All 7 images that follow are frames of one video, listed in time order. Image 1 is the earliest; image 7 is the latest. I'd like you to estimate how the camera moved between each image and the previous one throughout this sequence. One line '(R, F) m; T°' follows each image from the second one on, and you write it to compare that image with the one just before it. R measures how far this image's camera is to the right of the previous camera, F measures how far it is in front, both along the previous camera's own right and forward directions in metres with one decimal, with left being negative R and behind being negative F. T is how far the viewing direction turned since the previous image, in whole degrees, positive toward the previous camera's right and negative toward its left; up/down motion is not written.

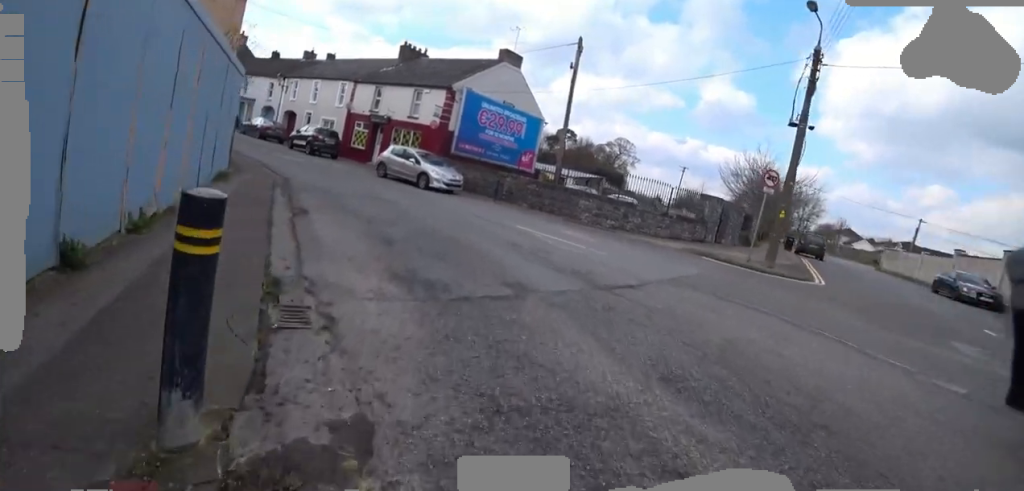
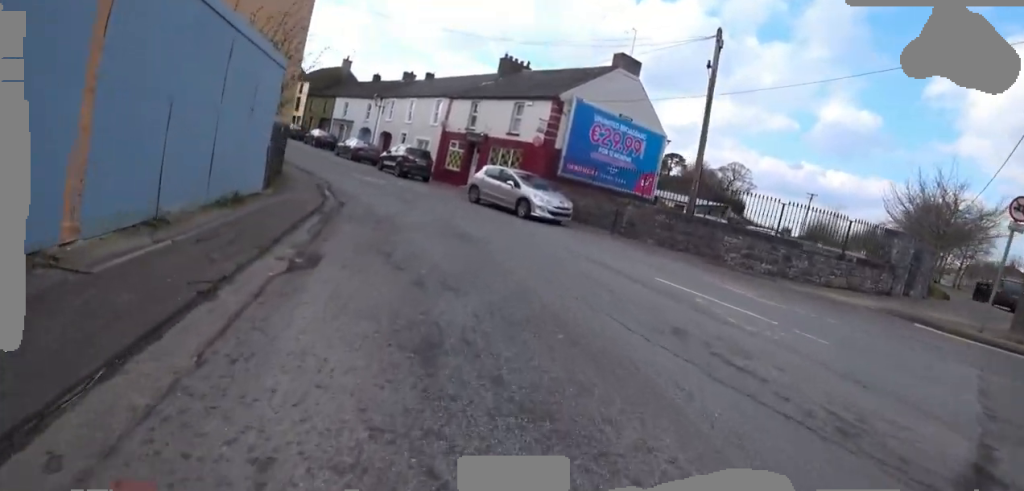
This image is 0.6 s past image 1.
(-0.3, +3.6) m; -9°
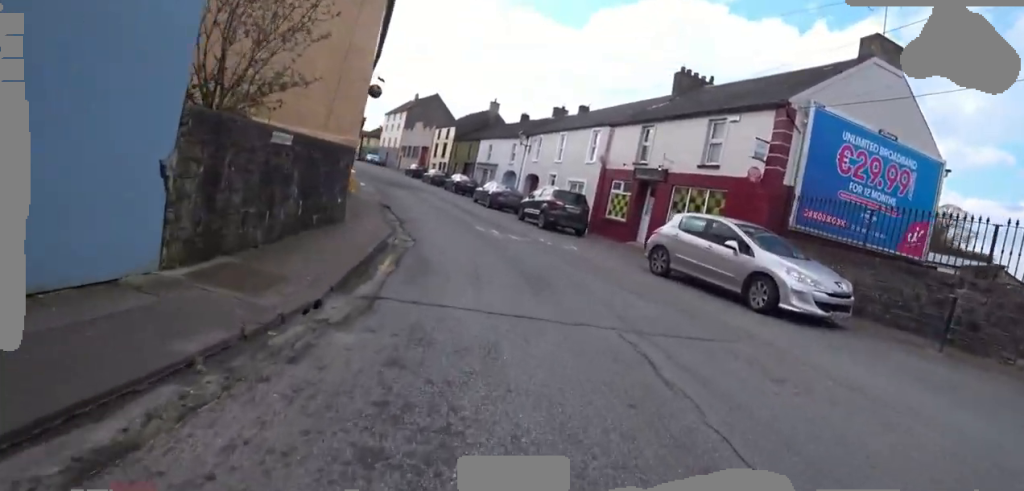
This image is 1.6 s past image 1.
(-0.8, +5.8) m; -13°
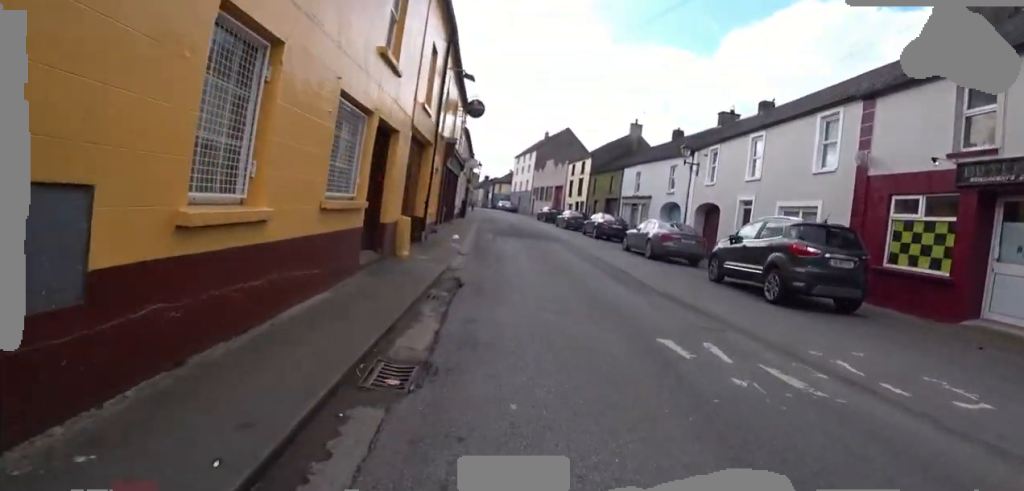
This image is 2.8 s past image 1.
(-1.0, +6.6) m; -12°
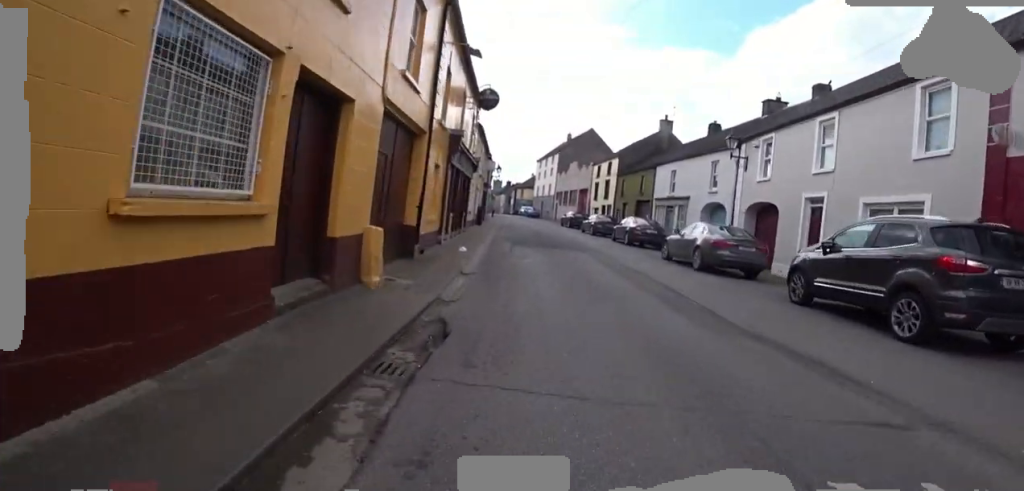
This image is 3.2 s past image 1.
(-0.4, +2.3) m; -2°
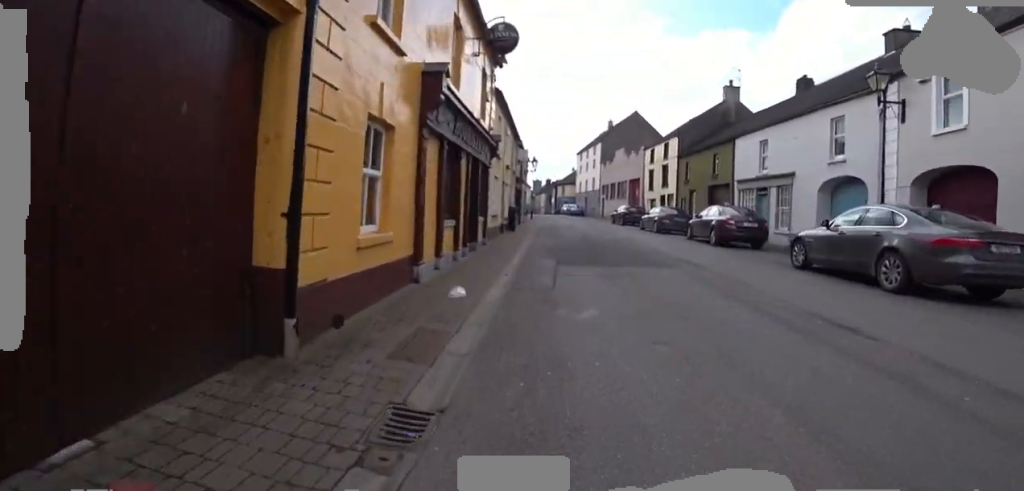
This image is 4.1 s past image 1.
(+0.5, +5.3) m; -1°
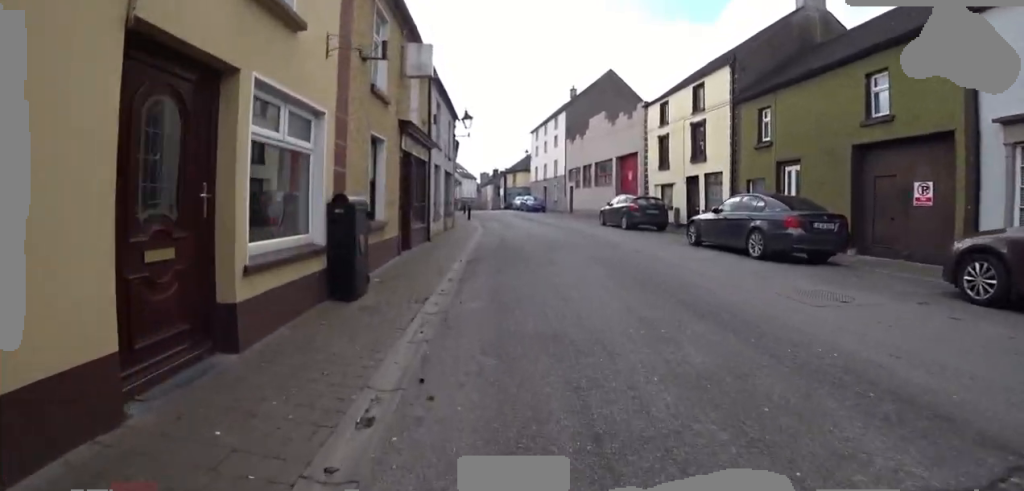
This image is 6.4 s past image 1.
(-1.5, +13.7) m; 0°
